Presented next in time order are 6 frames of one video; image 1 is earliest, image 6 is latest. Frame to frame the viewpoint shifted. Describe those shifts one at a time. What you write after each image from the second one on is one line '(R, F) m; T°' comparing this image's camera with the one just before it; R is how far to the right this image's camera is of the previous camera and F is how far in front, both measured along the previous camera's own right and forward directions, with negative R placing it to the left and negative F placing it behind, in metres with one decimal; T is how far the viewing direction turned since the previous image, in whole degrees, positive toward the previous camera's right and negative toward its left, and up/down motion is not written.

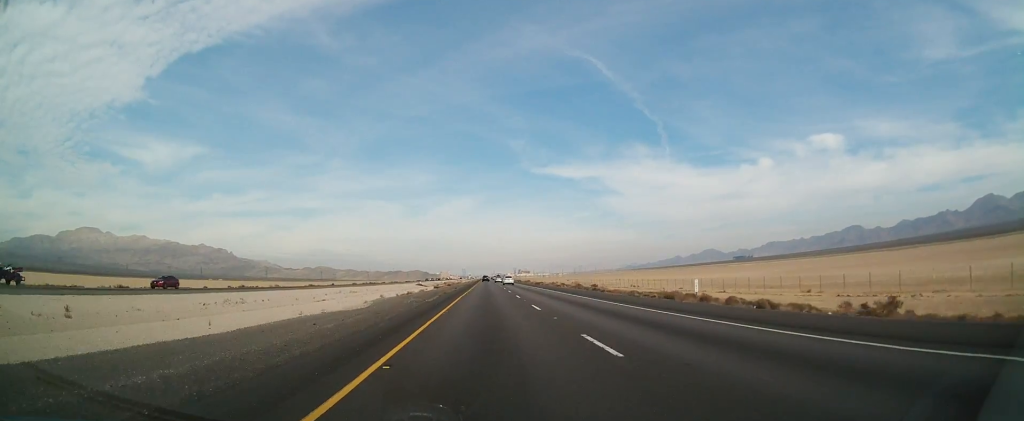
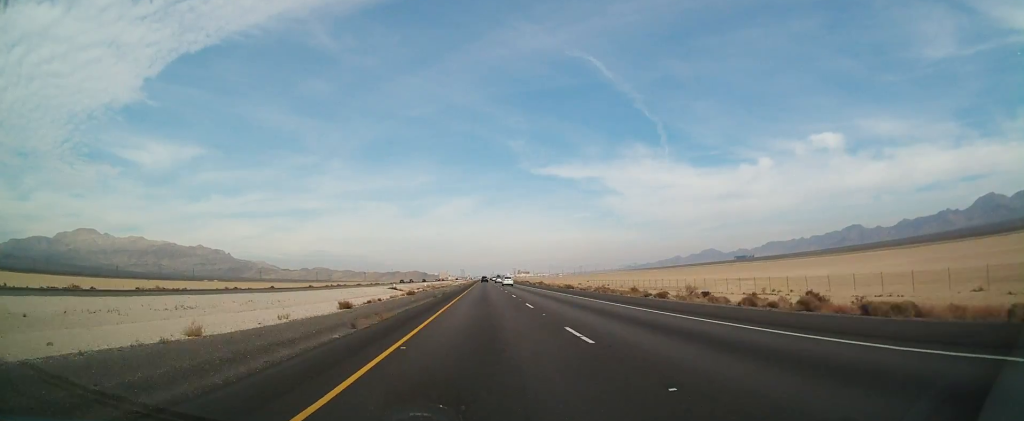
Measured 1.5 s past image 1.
(+0.2, +56.2) m; 0°
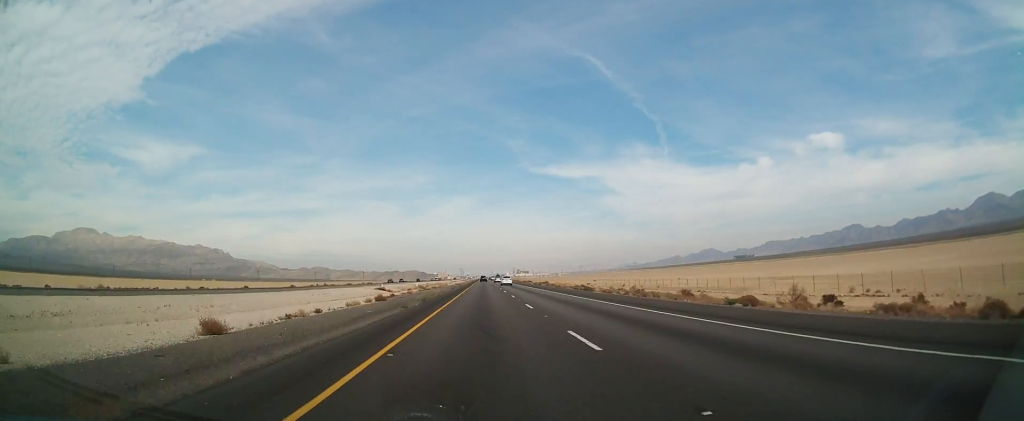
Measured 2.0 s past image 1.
(-0.2, +15.9) m; 0°
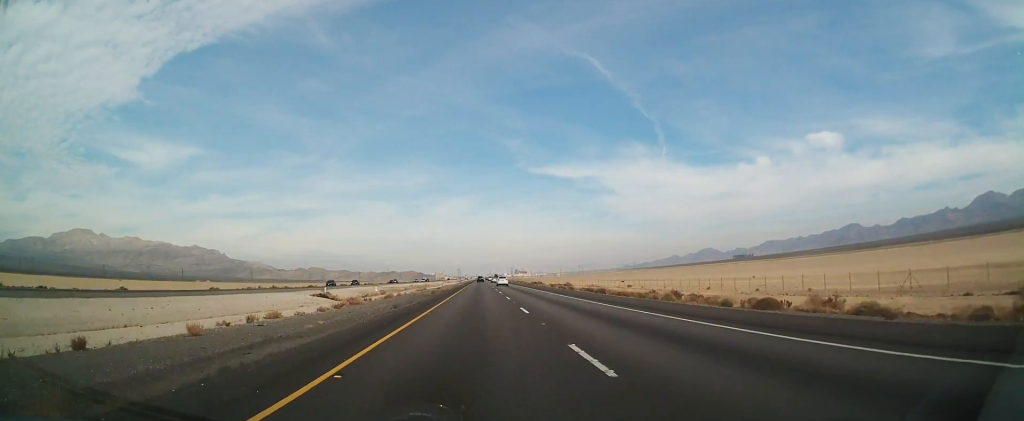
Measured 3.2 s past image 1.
(0.0, +46.5) m; +1°
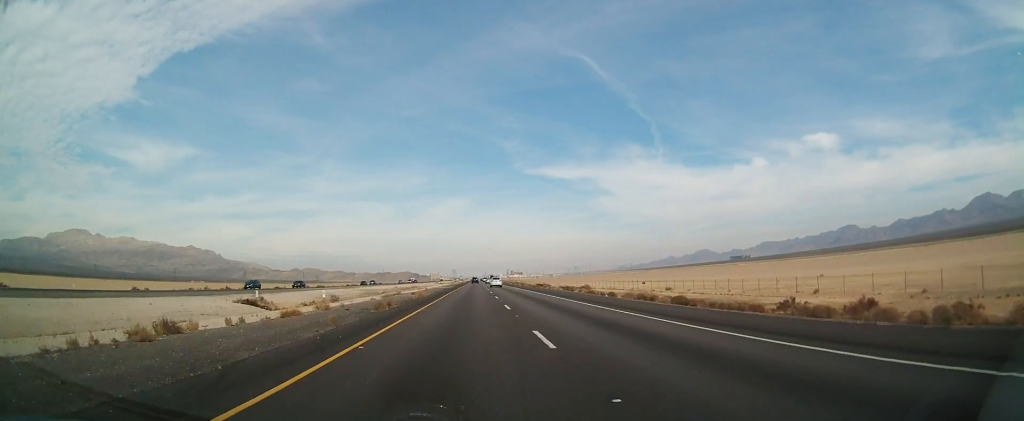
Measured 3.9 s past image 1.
(+0.3, +25.6) m; 0°
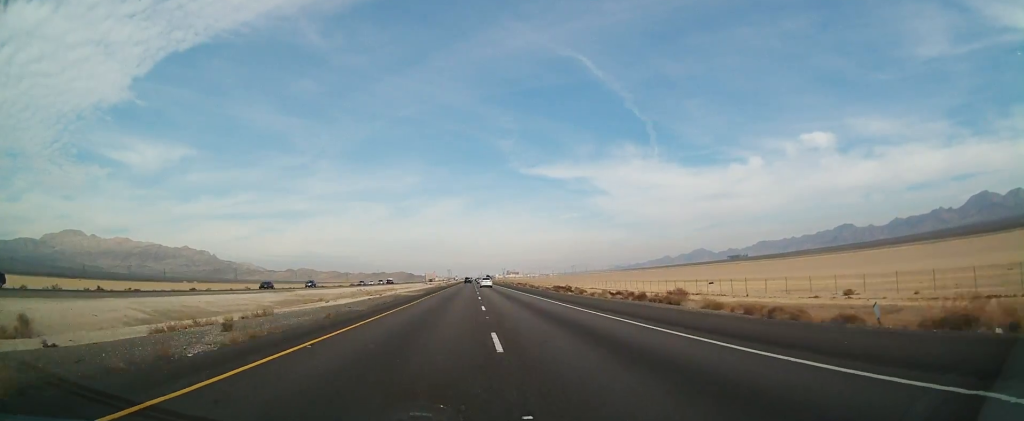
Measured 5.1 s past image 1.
(-0.3, +43.9) m; 0°
